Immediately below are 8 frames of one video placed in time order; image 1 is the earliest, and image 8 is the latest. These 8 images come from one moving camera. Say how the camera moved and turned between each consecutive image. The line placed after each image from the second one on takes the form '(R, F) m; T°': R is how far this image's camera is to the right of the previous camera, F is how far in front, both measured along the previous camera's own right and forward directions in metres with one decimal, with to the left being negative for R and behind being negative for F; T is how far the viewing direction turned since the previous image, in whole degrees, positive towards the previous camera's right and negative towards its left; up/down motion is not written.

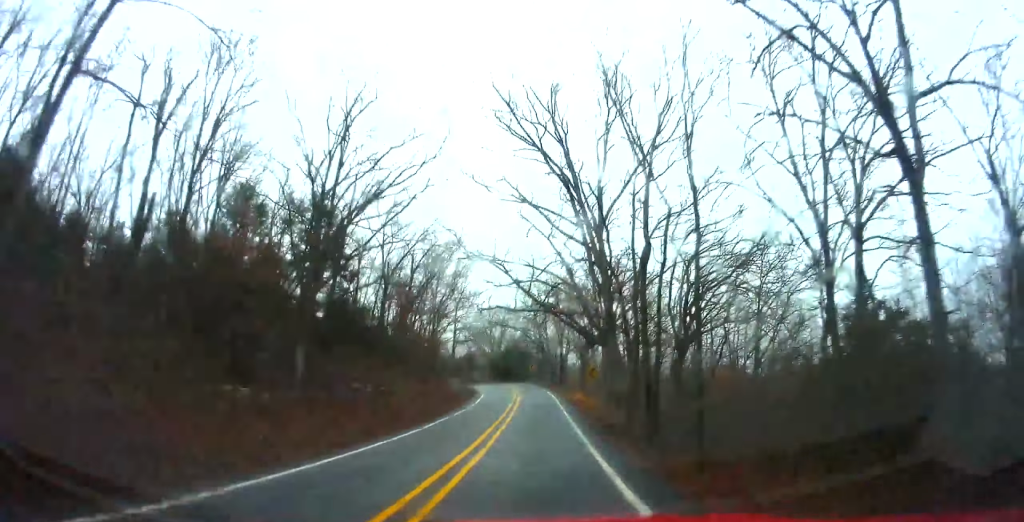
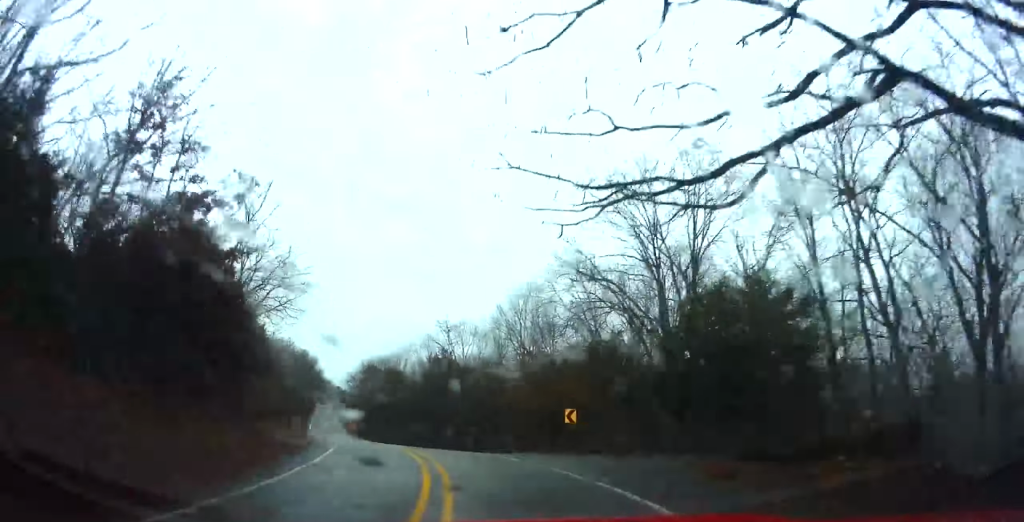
(-2.2, +77.2) m; -12°
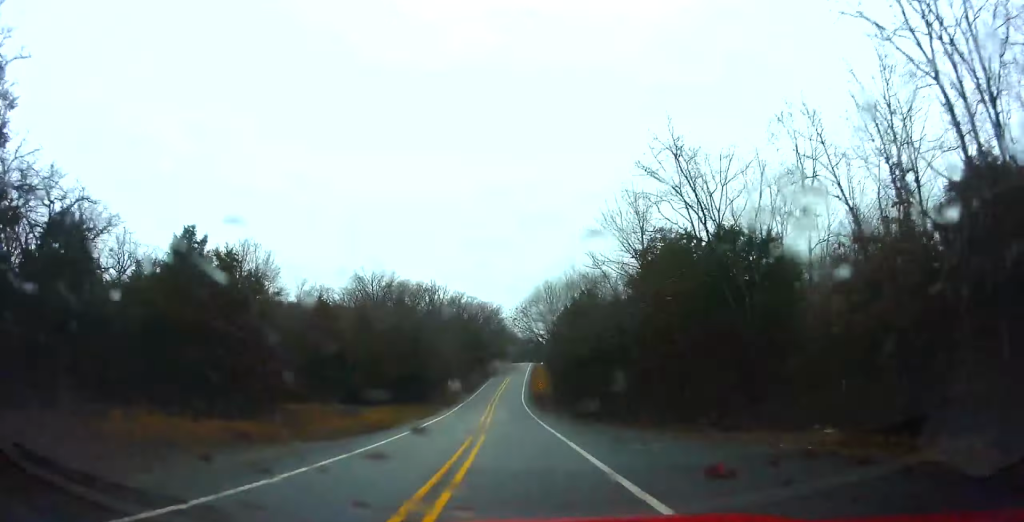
(-5.3, +37.7) m; -14°
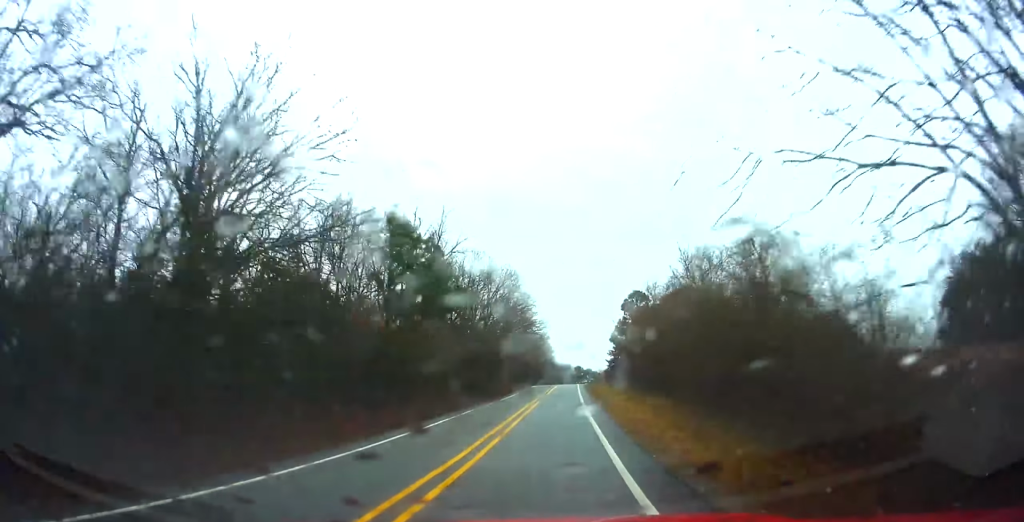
(-13.6, +67.5) m; -14°
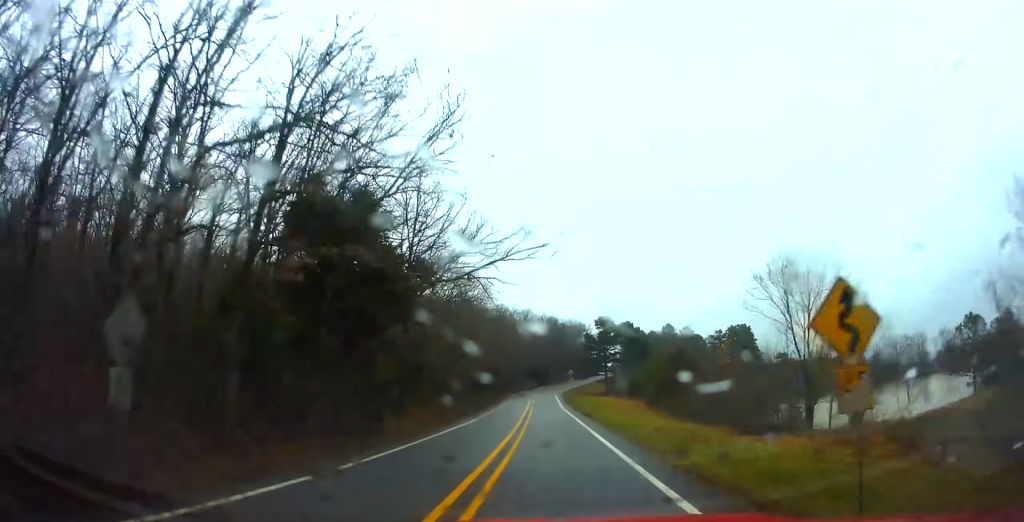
(-1.2, +144.3) m; -2°
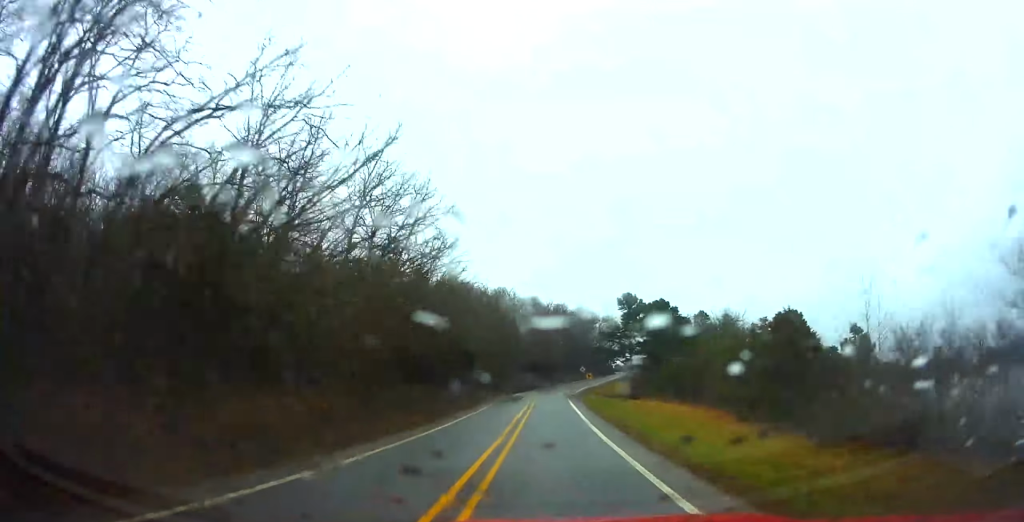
(-0.7, +31.1) m; -1°
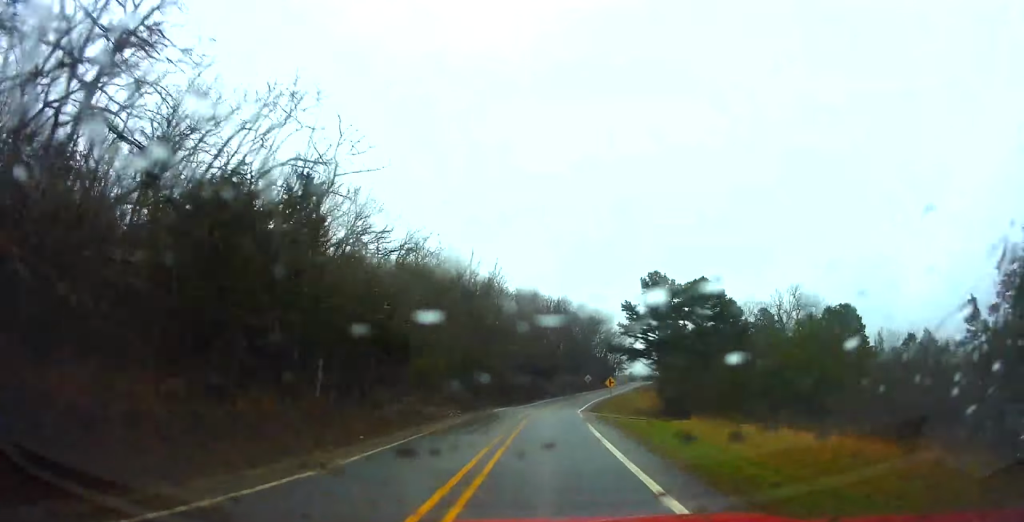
(0.0, +25.2) m; +1°
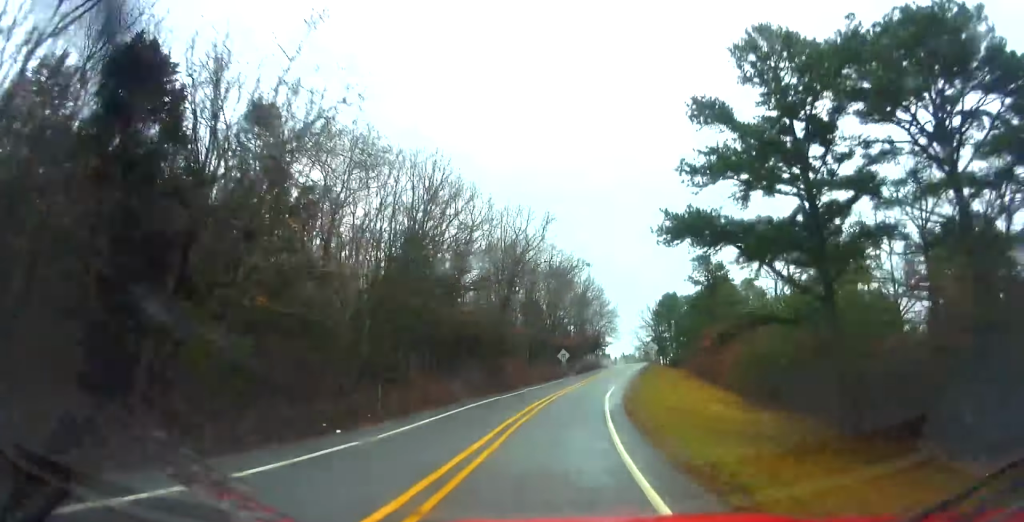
(-0.4, +48.7) m; +4°
